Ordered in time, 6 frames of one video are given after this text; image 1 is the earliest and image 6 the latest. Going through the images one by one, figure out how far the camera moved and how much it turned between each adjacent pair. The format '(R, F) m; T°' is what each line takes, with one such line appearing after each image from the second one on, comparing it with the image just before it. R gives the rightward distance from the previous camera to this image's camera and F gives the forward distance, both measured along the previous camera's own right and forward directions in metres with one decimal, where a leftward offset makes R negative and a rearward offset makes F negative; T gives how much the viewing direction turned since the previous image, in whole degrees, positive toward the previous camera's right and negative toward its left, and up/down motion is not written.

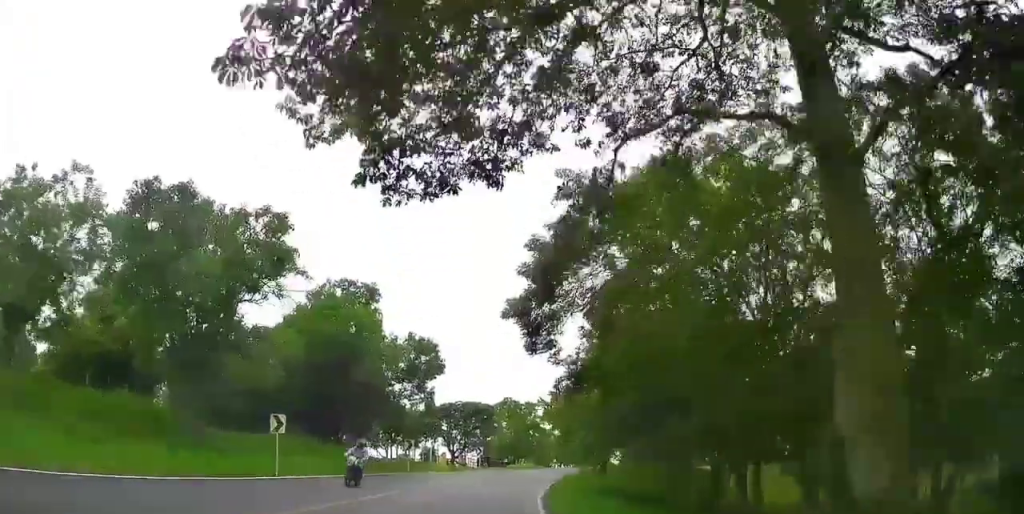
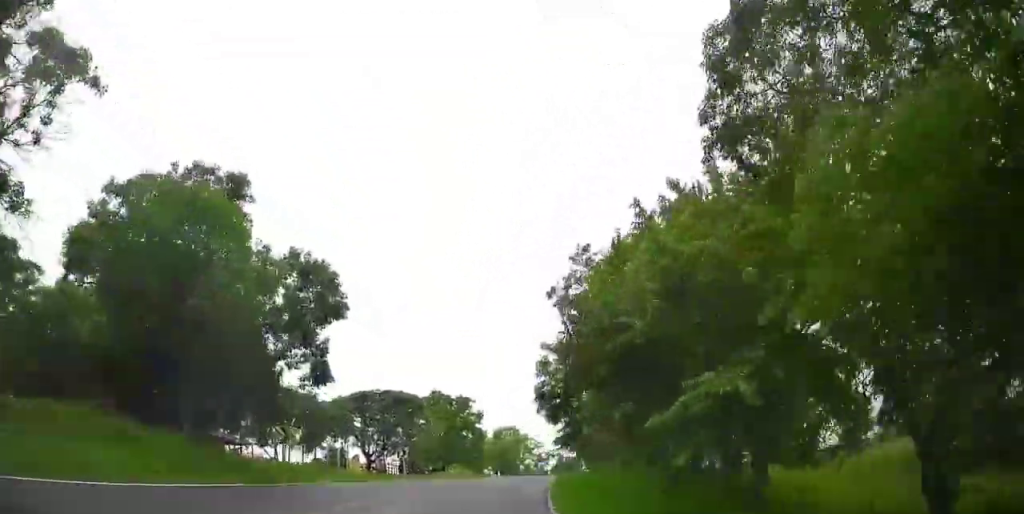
(+1.4, +17.2) m; +8°
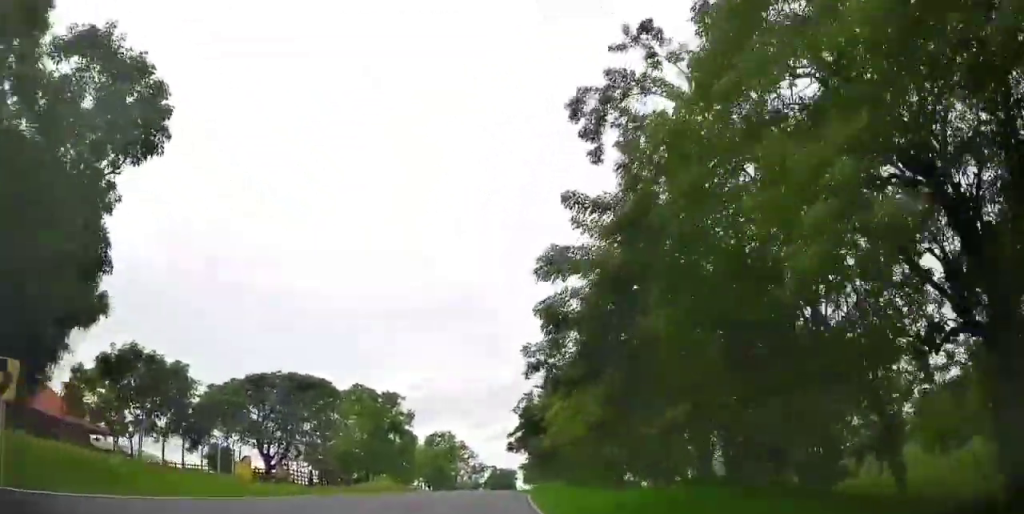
(+1.1, +14.2) m; +2°
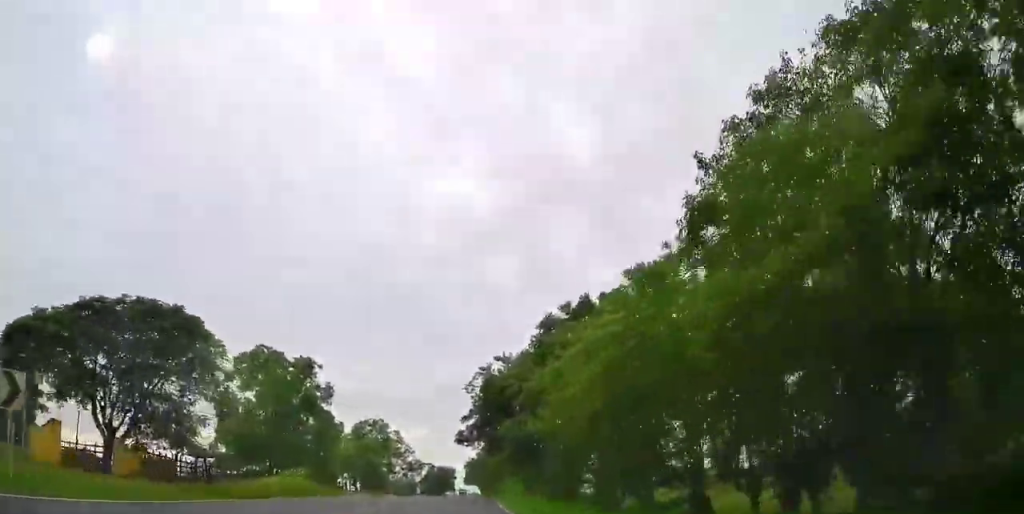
(-0.7, +17.1) m; -2°
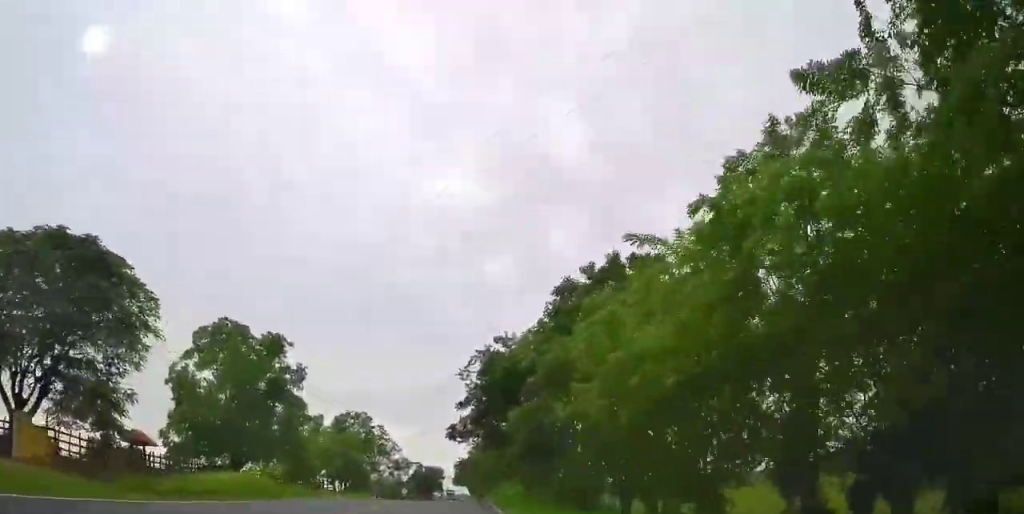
(-0.7, +8.2) m; +4°
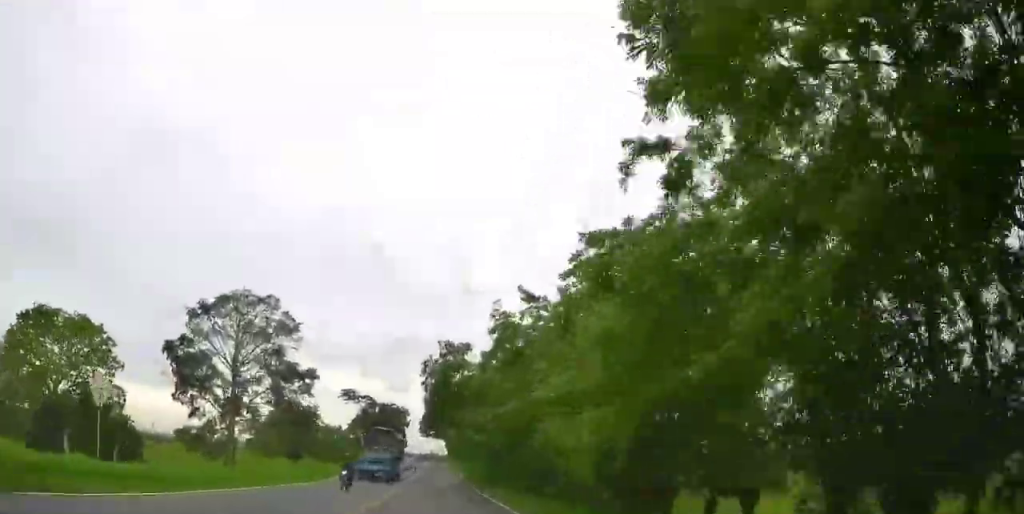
(+21.1, +75.7) m; +20°
